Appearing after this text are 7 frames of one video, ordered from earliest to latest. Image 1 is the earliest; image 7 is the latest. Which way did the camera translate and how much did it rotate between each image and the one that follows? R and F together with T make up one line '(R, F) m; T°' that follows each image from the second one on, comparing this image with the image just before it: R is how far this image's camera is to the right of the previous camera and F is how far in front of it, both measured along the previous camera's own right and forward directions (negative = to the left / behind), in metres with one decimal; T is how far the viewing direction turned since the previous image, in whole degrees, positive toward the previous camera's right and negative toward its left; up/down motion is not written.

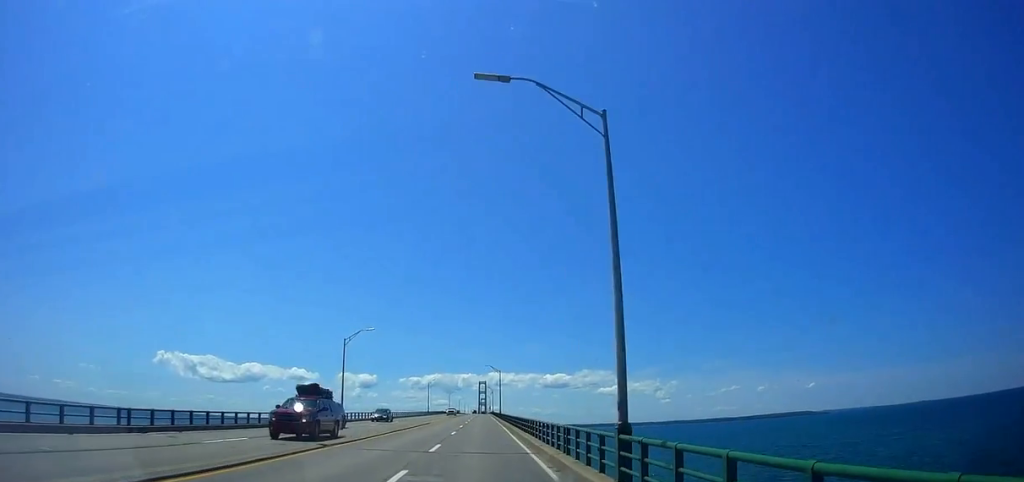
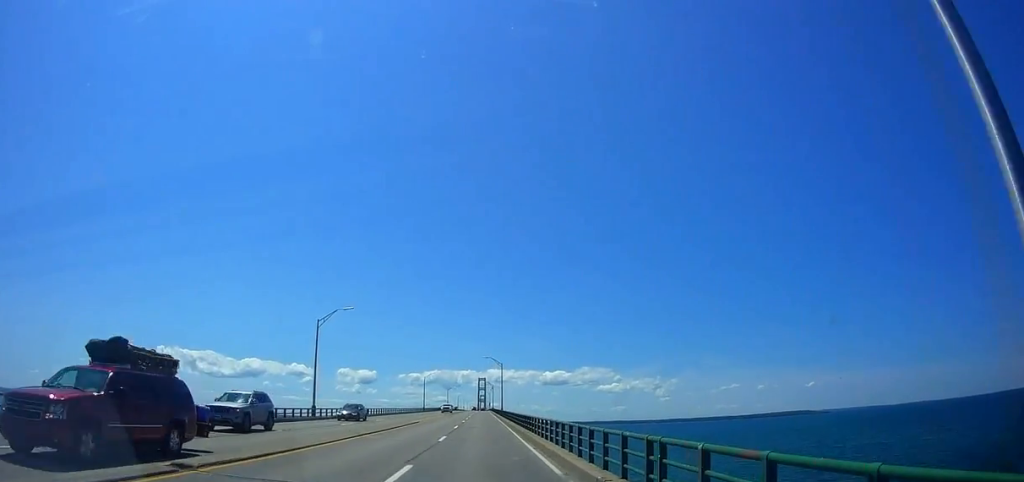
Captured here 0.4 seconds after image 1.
(0.0, +10.2) m; 0°
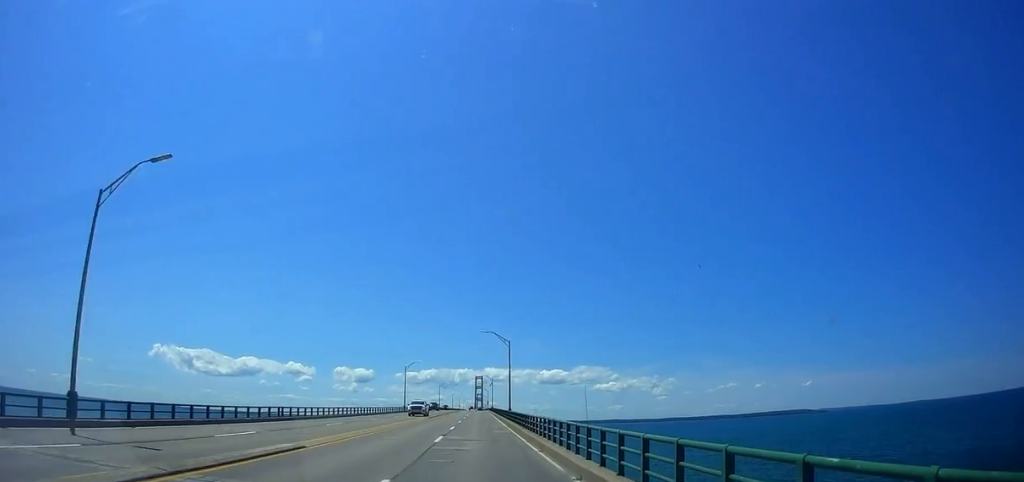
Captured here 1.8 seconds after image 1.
(+0.1, +31.5) m; 0°
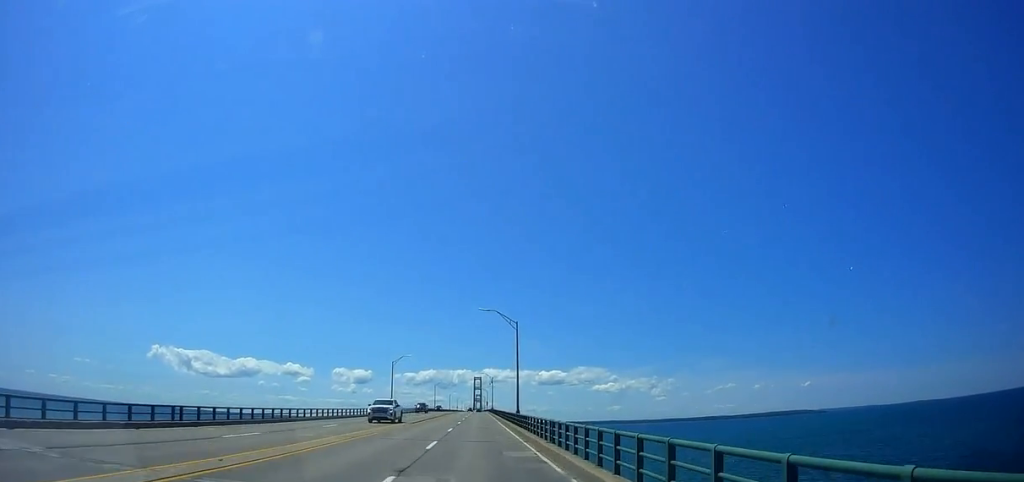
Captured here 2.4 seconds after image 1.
(+0.2, +14.9) m; -1°
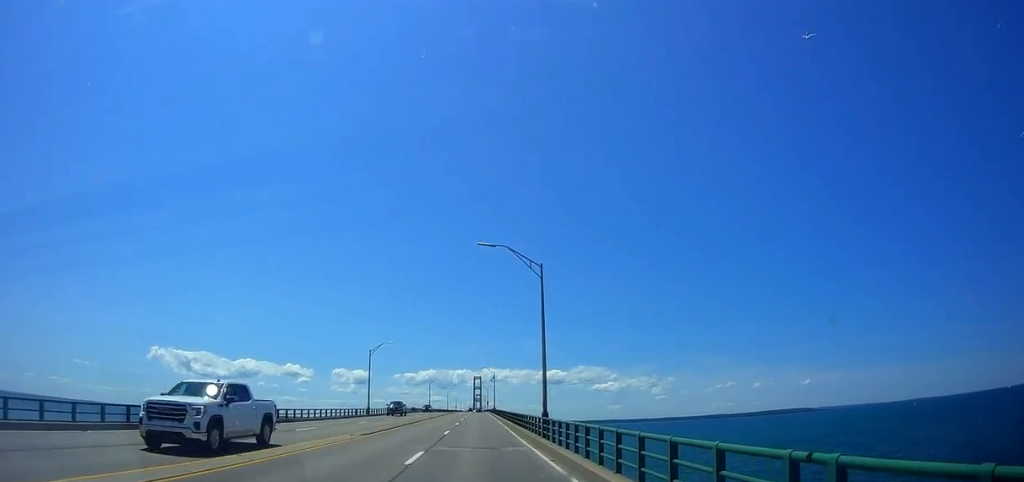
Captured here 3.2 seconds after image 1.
(-0.5, +19.7) m; 0°
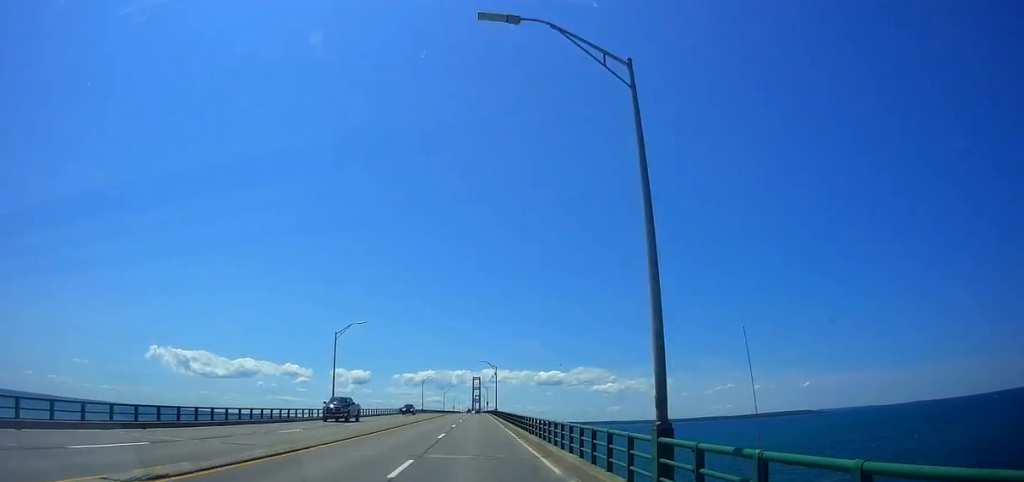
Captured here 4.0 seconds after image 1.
(+0.2, +18.1) m; +1°
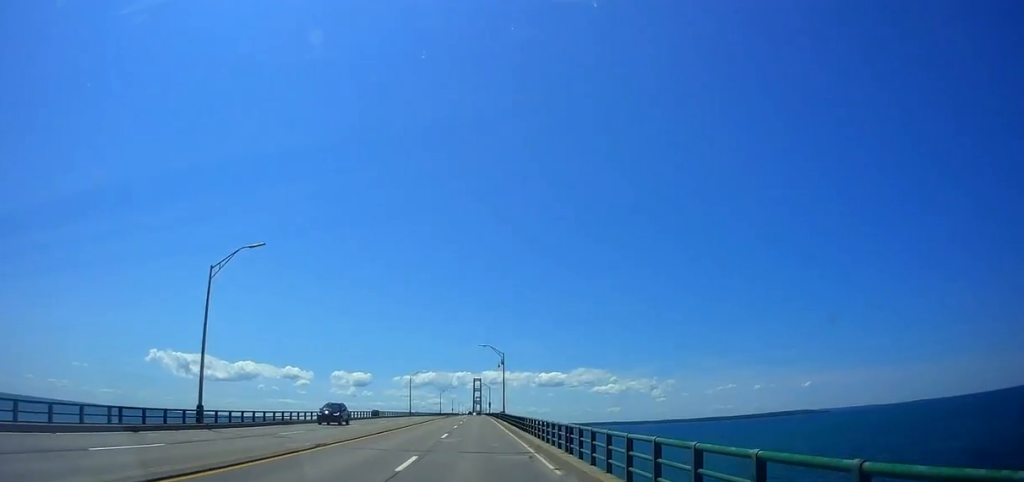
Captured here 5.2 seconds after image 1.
(+0.4, +28.3) m; +1°
